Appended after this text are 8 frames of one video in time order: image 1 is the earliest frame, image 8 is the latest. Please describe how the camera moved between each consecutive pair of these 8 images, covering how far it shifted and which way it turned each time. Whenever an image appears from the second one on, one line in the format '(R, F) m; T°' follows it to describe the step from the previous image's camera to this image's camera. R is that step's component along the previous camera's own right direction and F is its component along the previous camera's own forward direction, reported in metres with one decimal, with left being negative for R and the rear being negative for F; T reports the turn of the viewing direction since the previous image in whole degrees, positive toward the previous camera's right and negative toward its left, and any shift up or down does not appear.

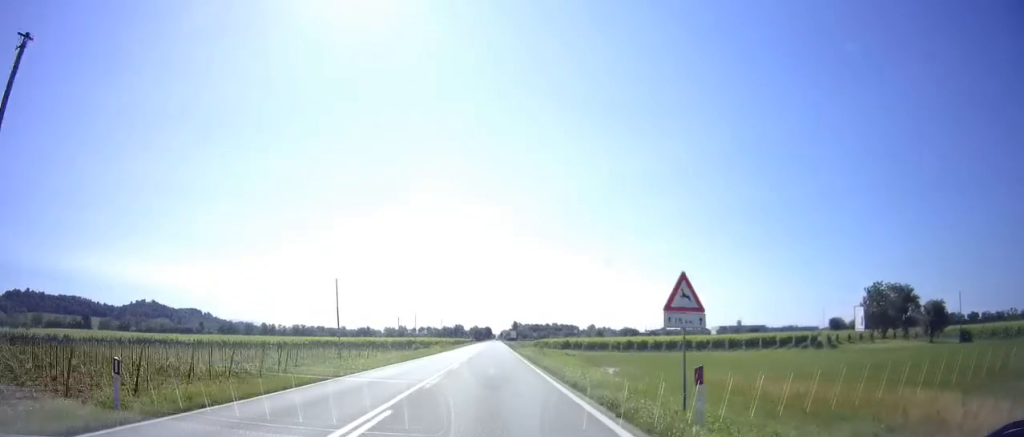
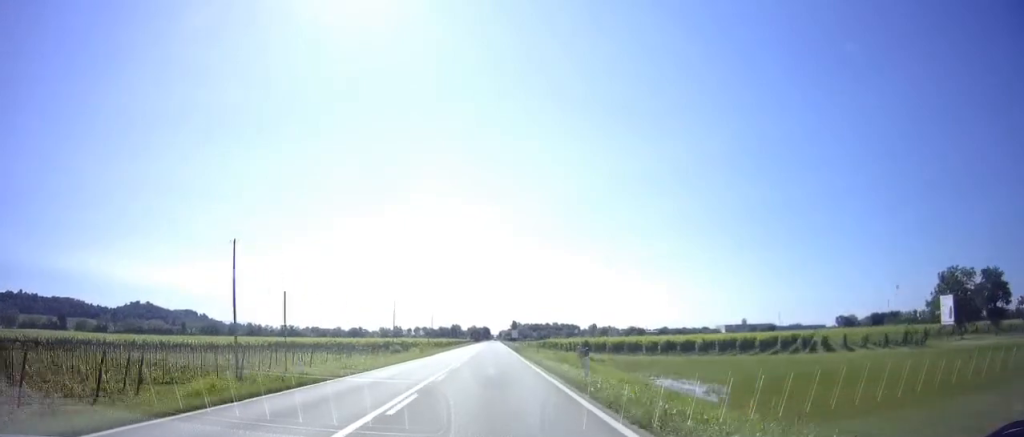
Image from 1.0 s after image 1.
(0.0, +20.0) m; 0°
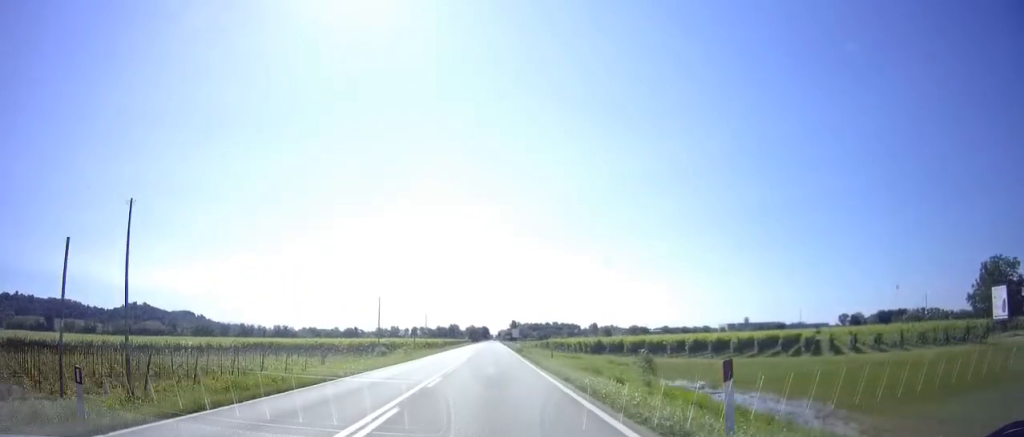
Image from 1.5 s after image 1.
(0.0, +9.7) m; 0°
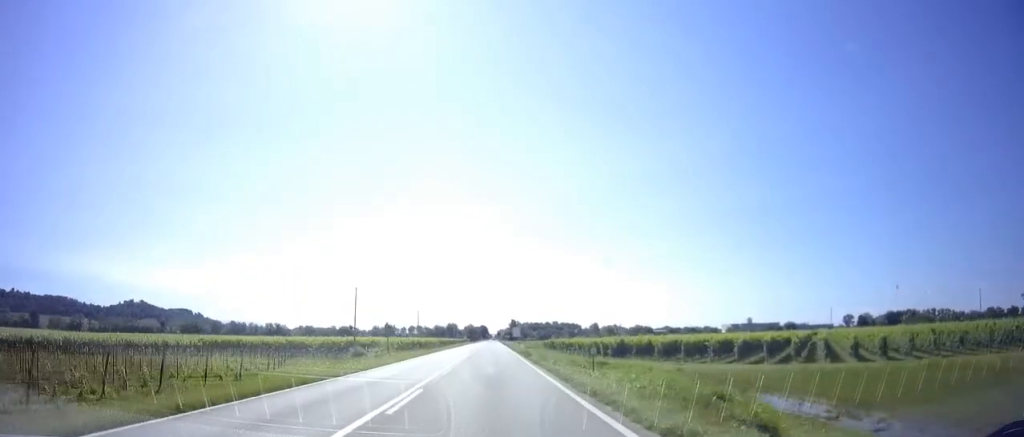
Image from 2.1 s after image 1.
(0.0, +11.6) m; 0°
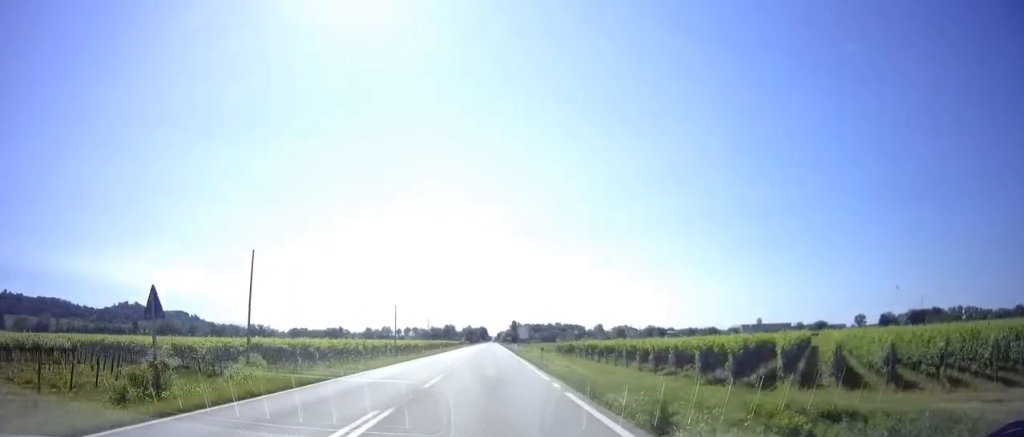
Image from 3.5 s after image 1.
(0.0, +26.5) m; 0°
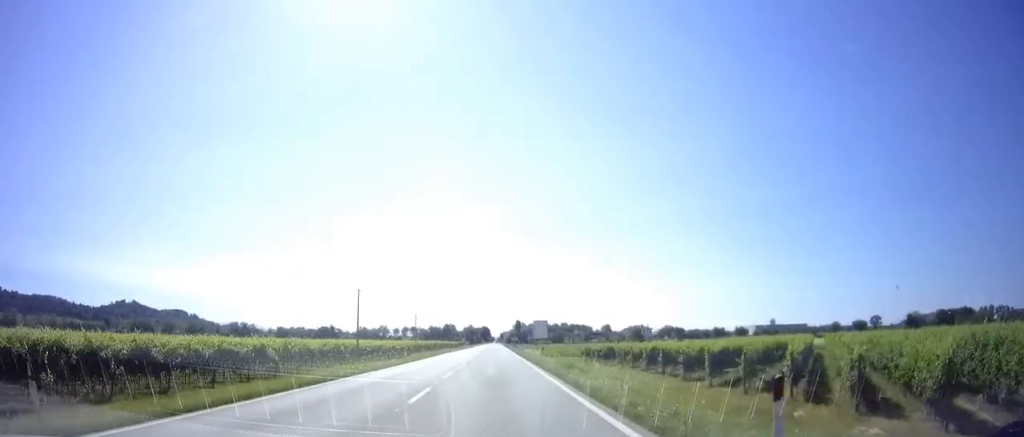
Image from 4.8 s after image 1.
(0.0, +25.9) m; 0°
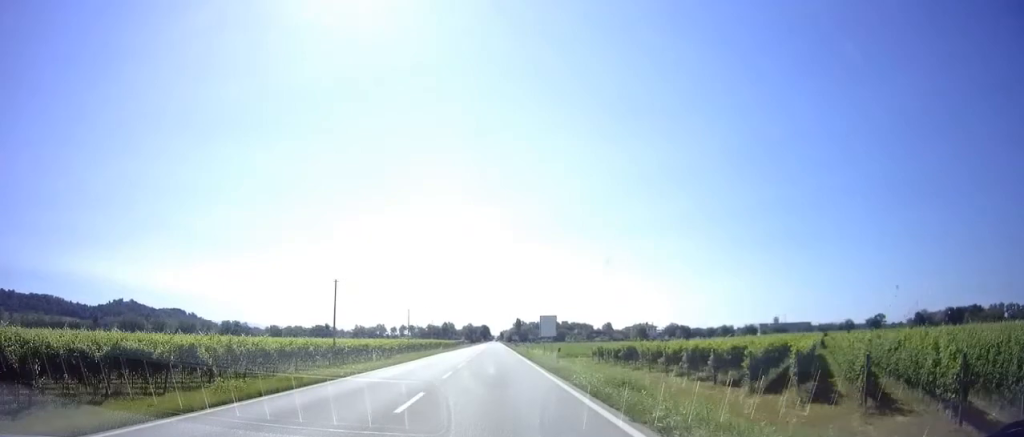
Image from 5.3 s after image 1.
(0.0, +9.1) m; 0°
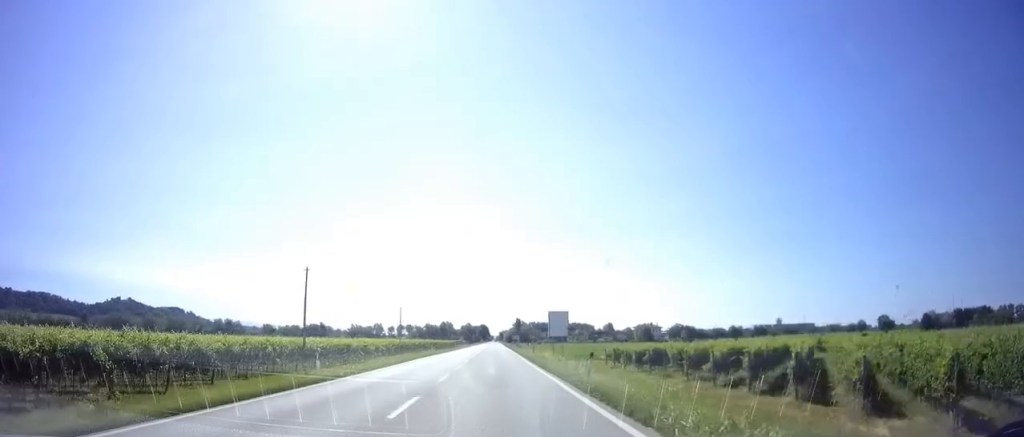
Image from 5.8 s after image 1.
(0.0, +9.1) m; -1°
